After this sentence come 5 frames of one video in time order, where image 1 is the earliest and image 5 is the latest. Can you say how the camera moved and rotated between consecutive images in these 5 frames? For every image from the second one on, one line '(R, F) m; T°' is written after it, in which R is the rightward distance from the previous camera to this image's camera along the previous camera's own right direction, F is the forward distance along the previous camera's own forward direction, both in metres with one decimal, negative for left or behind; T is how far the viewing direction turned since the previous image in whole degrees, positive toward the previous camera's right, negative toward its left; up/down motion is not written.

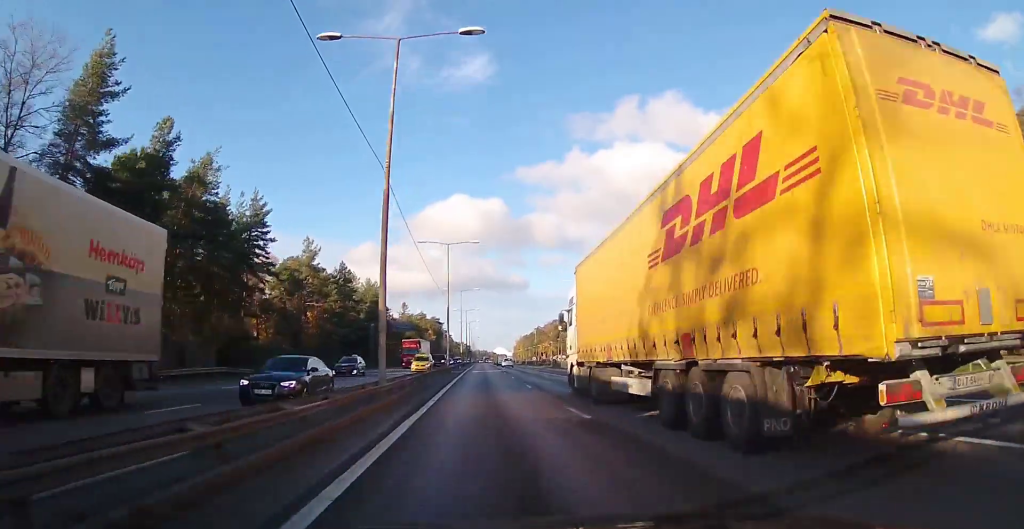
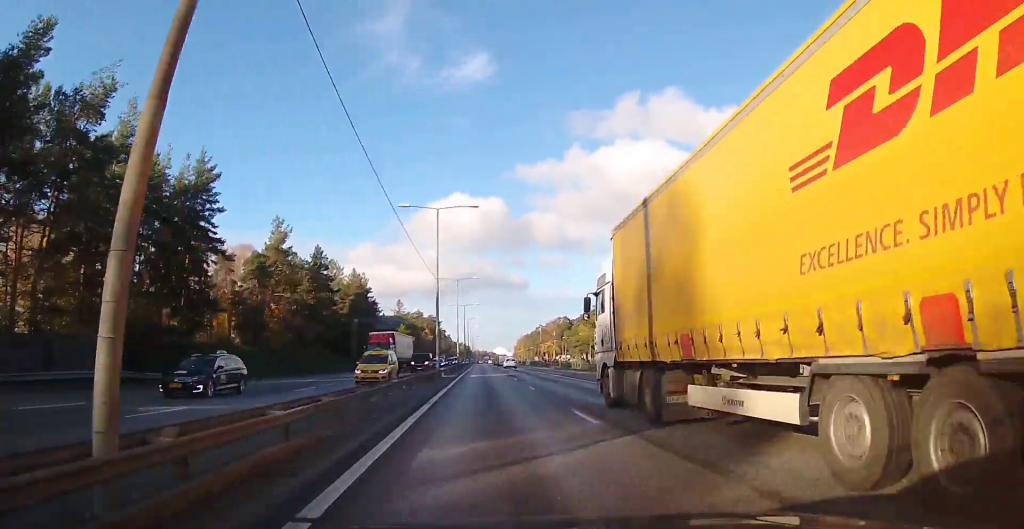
(+0.1, +12.7) m; 0°
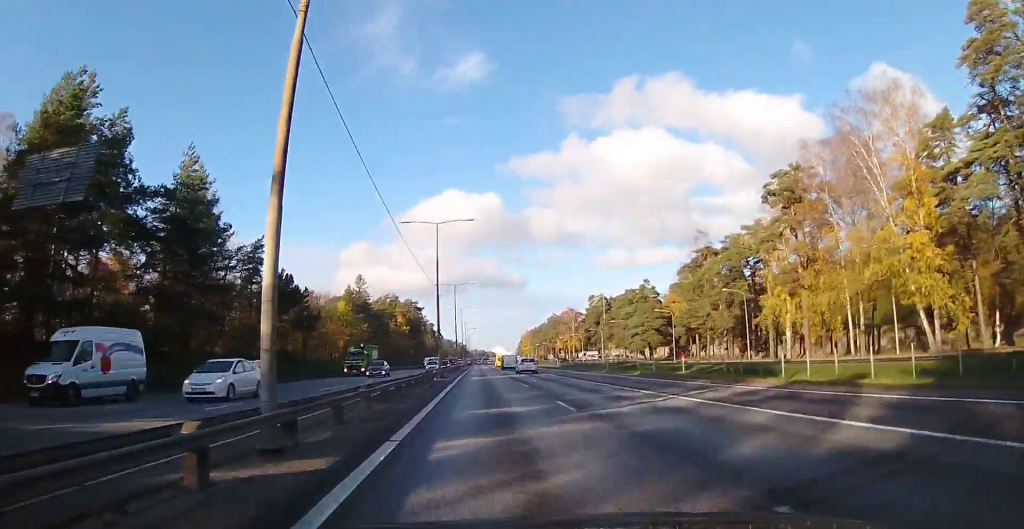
(+0.6, +68.2) m; +2°
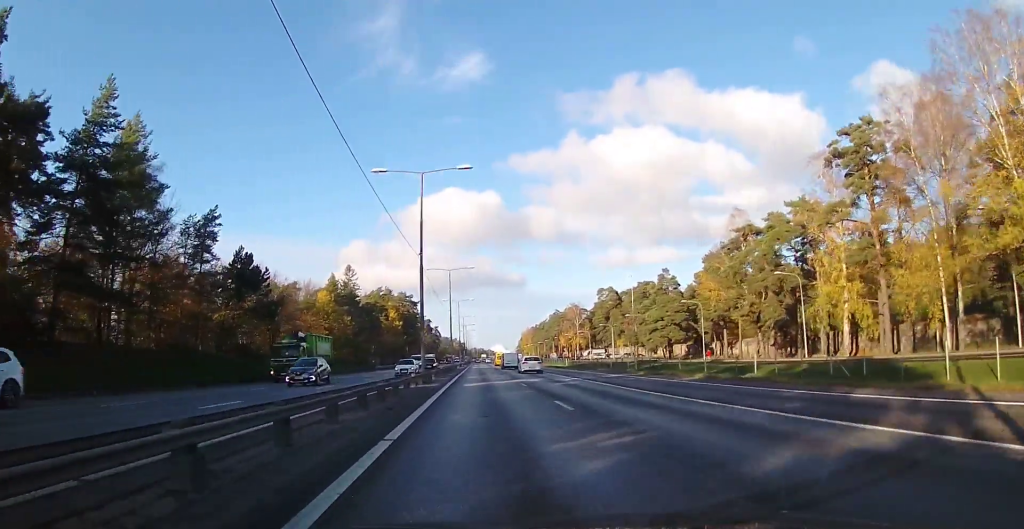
(0.0, +12.1) m; 0°
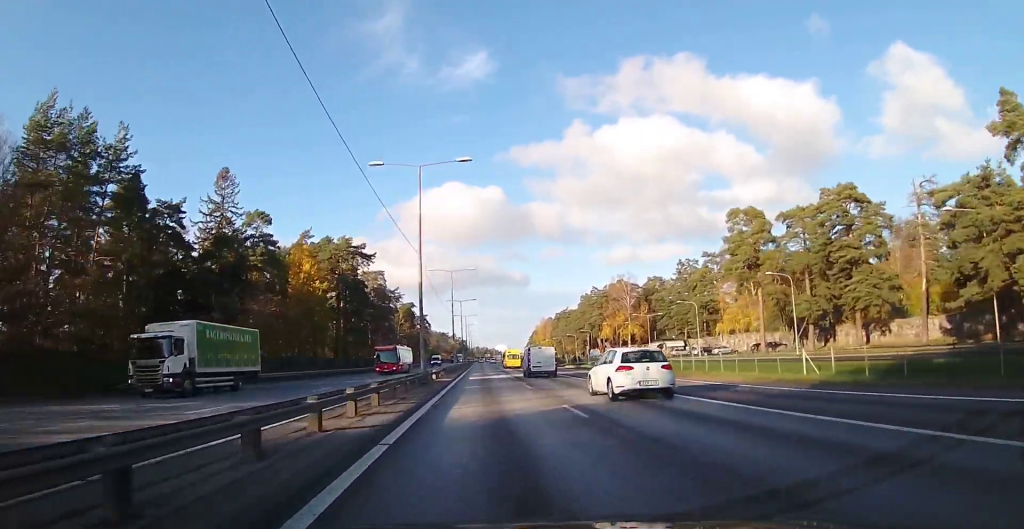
(-0.5, +73.4) m; -1°
